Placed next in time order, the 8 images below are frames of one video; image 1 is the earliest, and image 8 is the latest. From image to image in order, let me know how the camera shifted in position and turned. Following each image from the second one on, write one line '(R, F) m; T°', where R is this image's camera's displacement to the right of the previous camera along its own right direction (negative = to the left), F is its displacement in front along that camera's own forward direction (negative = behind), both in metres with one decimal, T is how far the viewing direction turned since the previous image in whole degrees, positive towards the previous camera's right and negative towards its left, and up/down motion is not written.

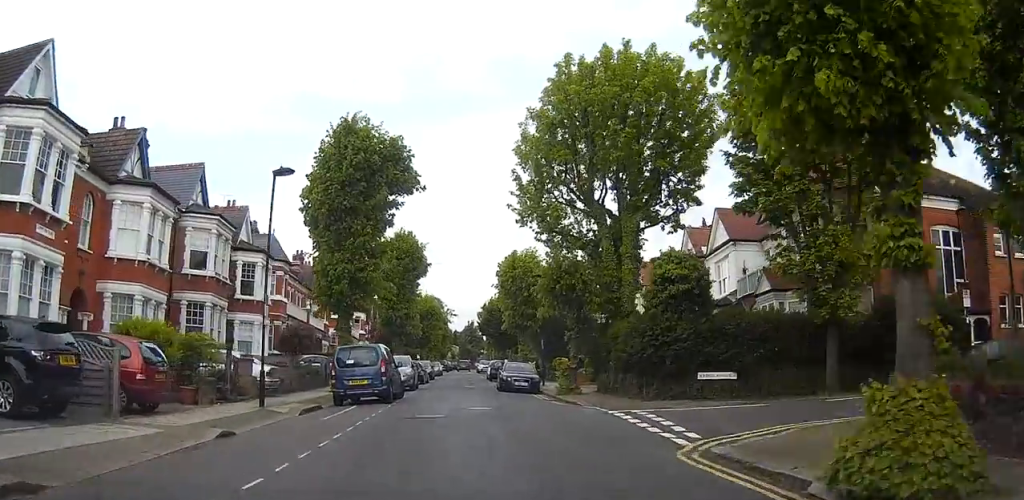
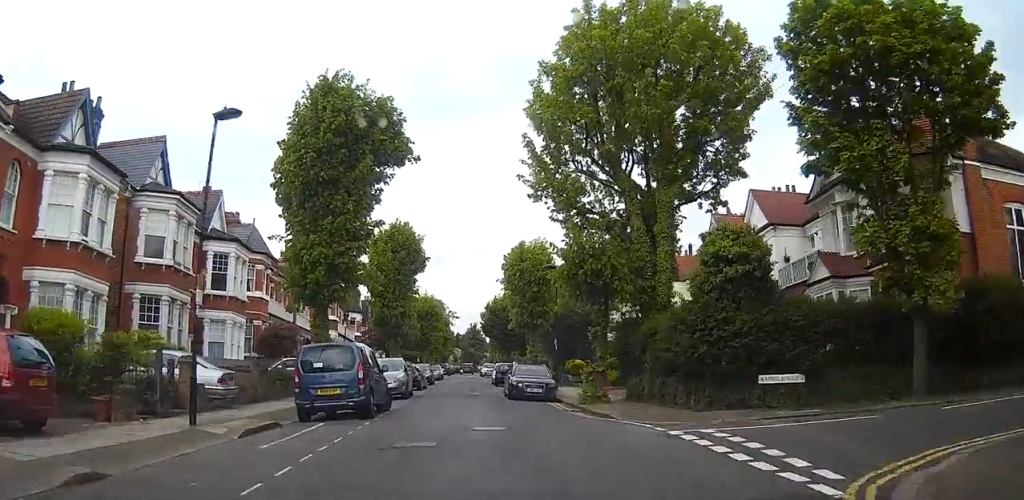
(0.0, +5.2) m; 0°
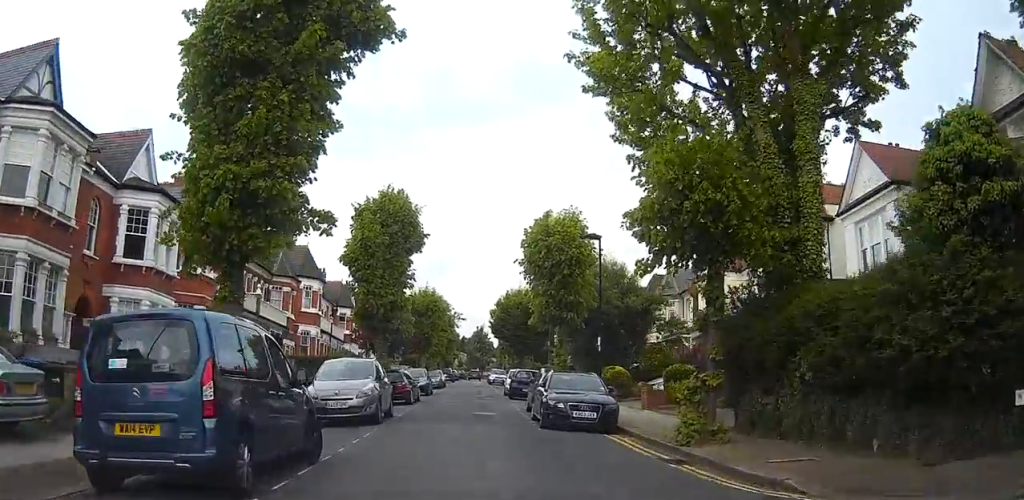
(0.0, +10.6) m; +1°
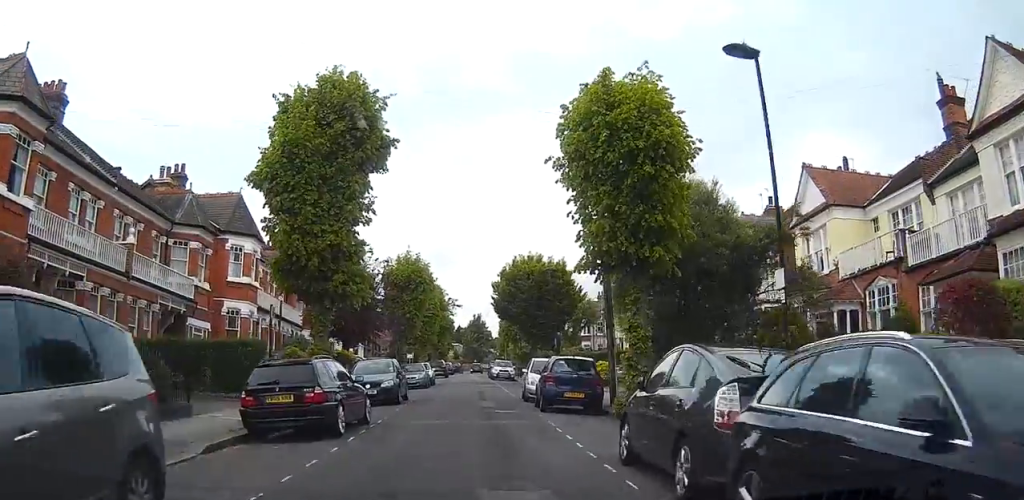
(+0.3, +16.1) m; +1°
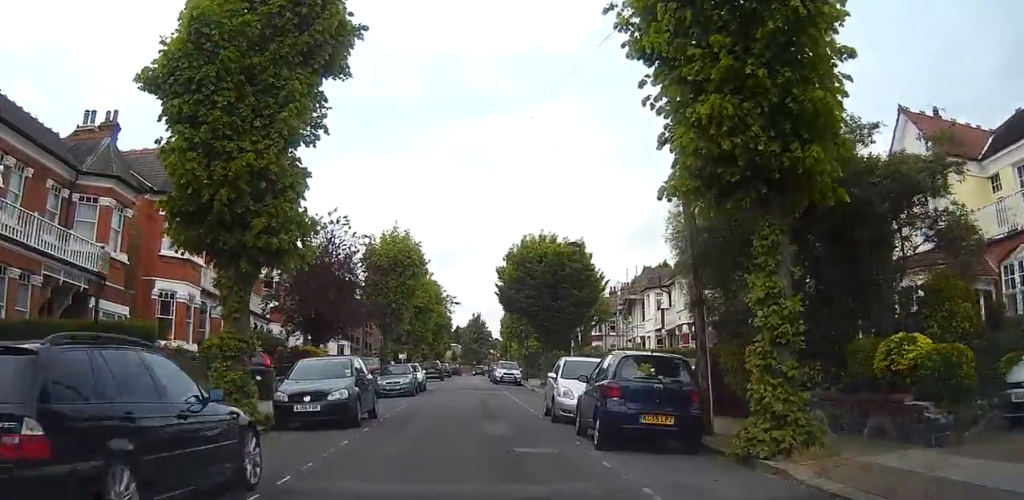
(0.0, +8.6) m; +1°
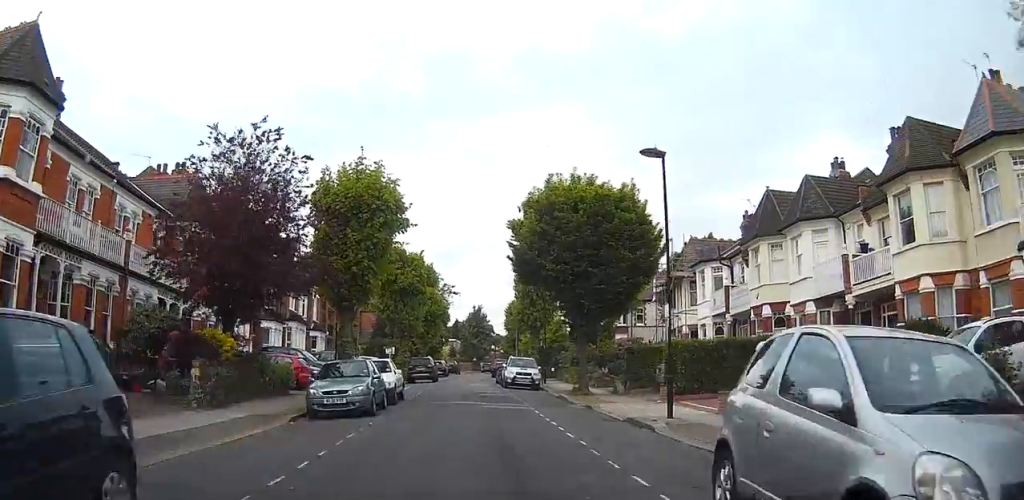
(+0.3, +13.1) m; +1°
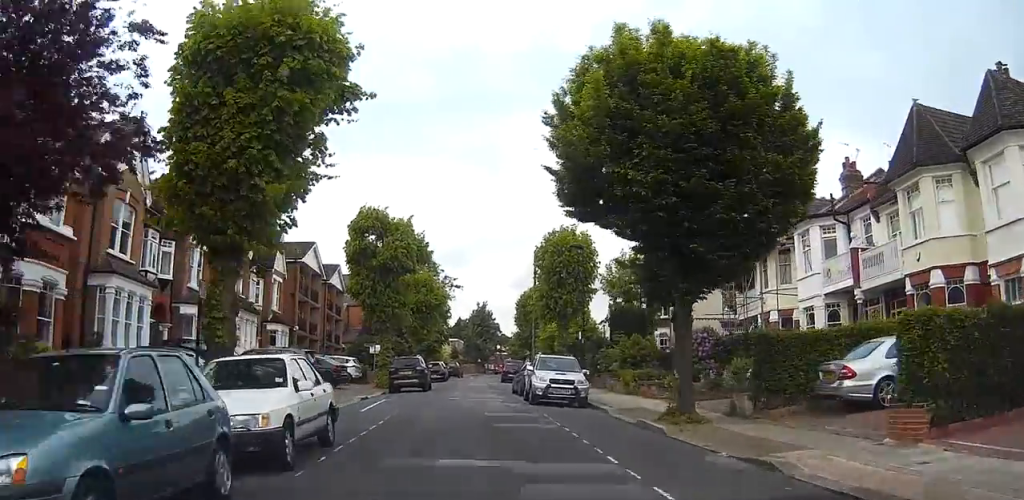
(0.0, +13.9) m; 0°
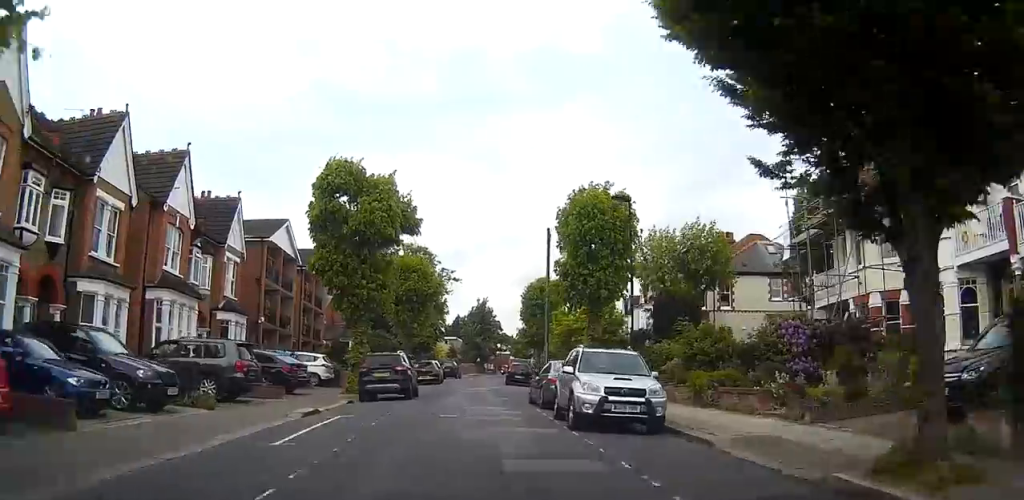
(0.0, +9.2) m; -1°
